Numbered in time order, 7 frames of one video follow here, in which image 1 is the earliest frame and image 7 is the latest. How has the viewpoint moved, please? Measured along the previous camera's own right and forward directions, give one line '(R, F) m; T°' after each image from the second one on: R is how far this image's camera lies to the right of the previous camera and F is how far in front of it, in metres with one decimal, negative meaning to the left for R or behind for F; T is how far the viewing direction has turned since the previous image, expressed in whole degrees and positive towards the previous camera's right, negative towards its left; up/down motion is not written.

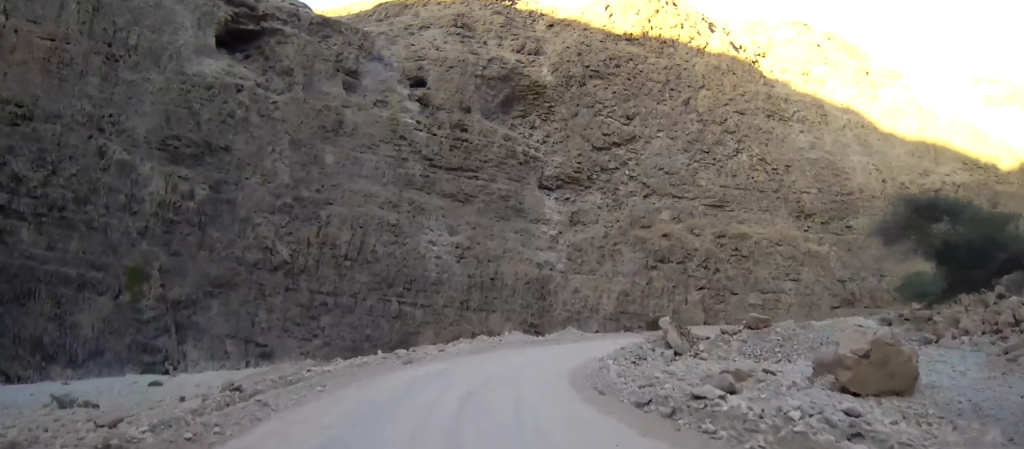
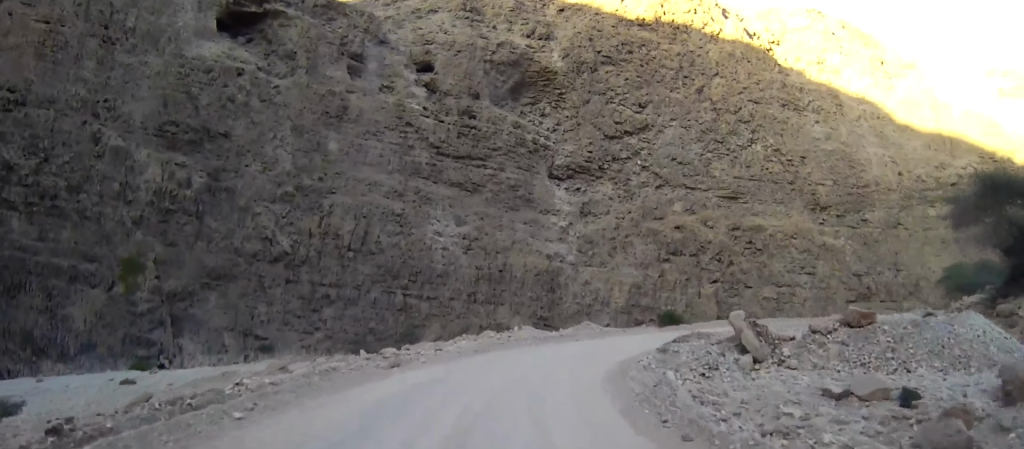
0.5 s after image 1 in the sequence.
(-0.1, +5.5) m; 0°
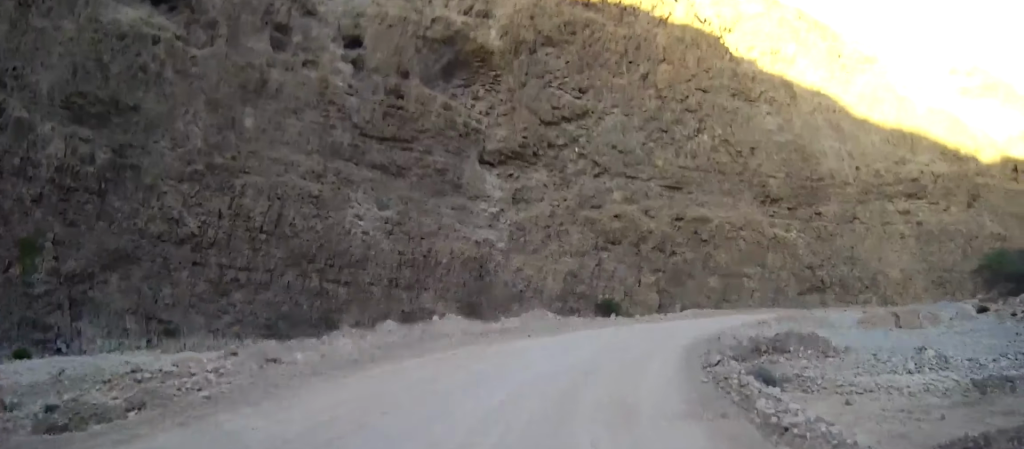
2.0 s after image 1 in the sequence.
(+0.3, +15.5) m; +5°
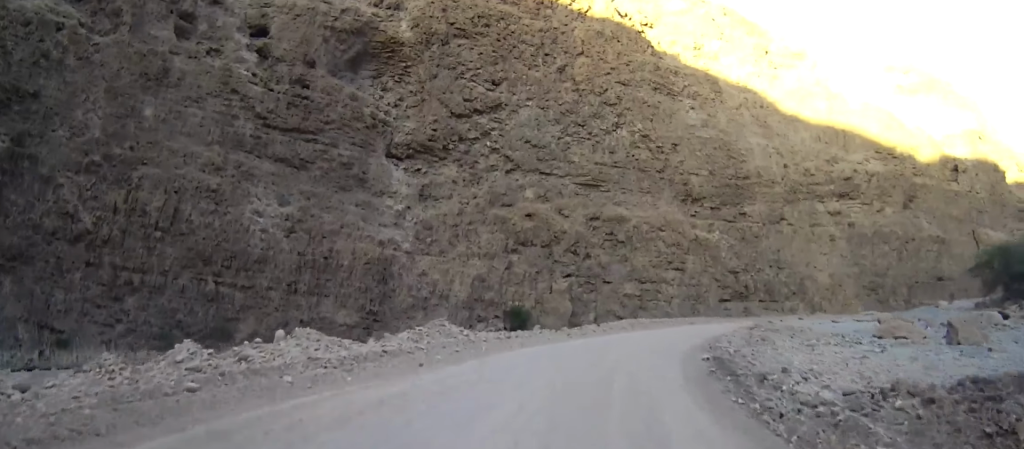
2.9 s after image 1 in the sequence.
(+0.5, +10.2) m; +8°
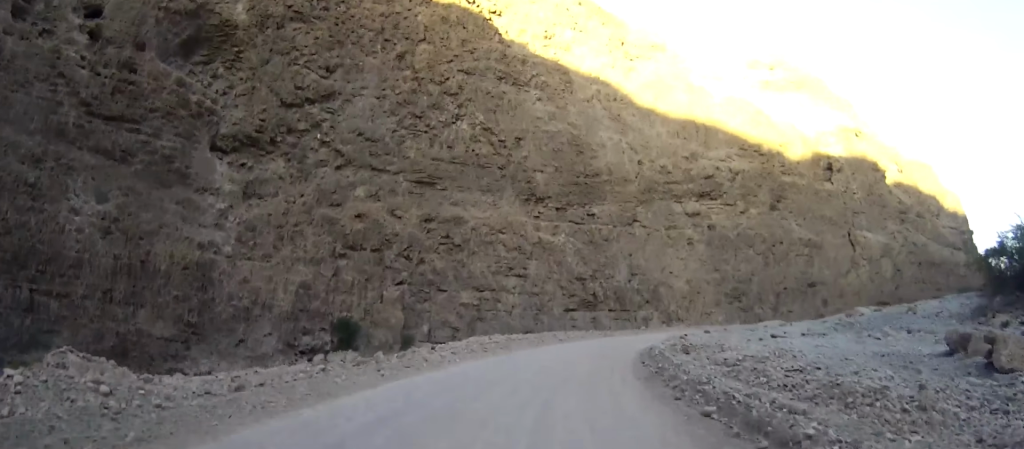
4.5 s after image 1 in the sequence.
(+2.1, +15.9) m; +13°
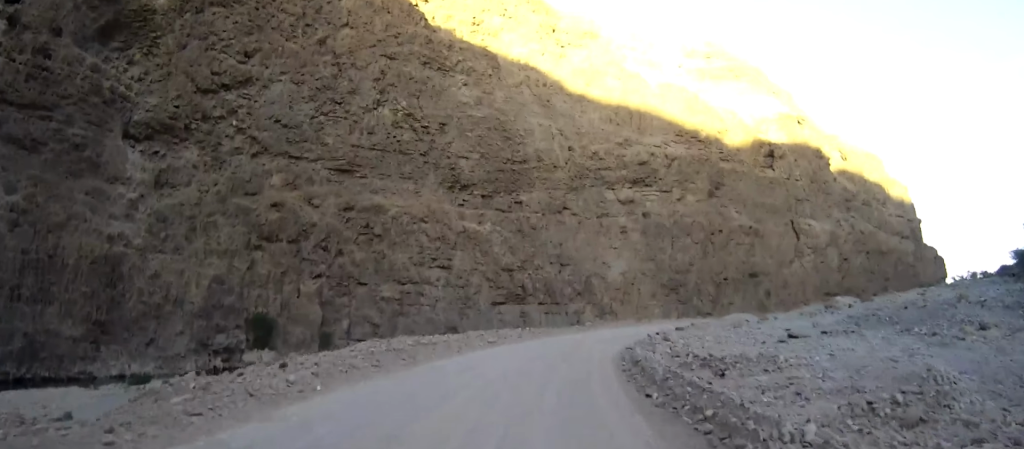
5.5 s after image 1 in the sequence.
(+0.6, +10.2) m; +5°
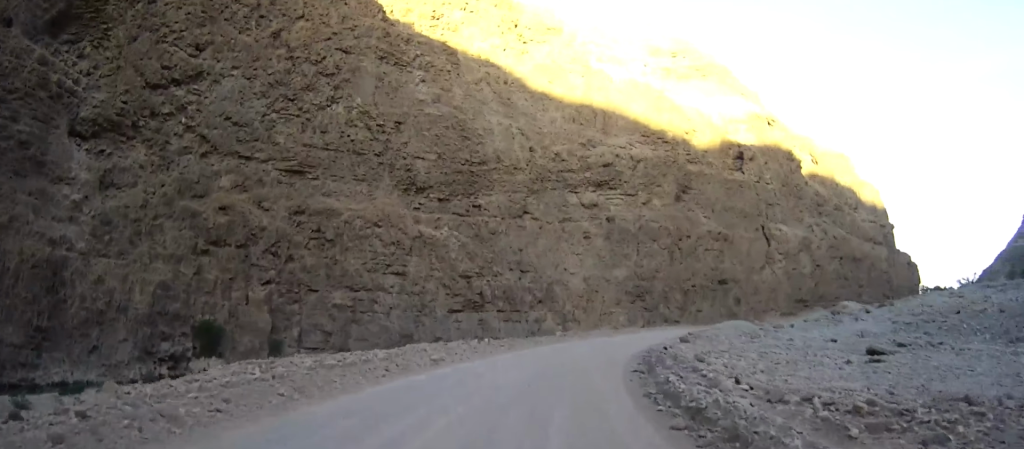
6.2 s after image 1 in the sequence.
(+0.2, +8.0) m; +4°
